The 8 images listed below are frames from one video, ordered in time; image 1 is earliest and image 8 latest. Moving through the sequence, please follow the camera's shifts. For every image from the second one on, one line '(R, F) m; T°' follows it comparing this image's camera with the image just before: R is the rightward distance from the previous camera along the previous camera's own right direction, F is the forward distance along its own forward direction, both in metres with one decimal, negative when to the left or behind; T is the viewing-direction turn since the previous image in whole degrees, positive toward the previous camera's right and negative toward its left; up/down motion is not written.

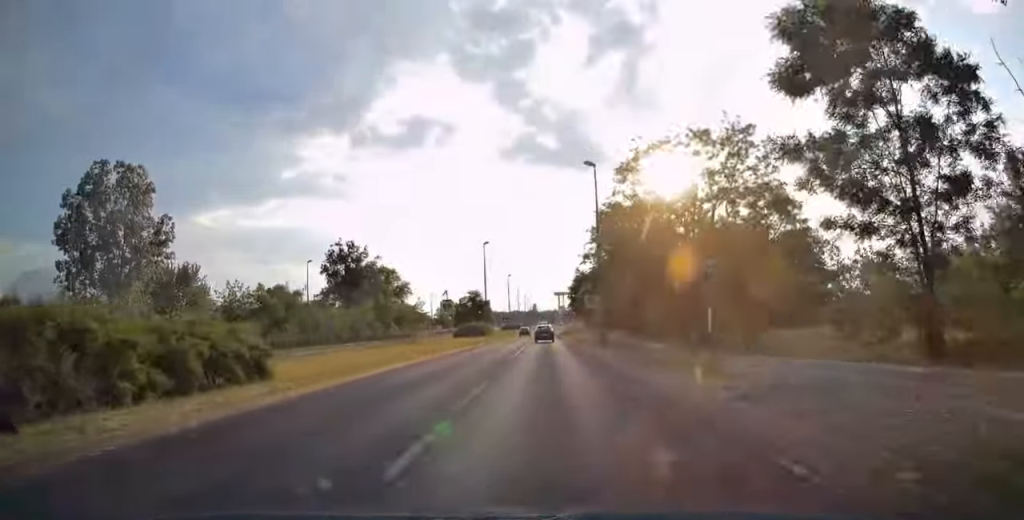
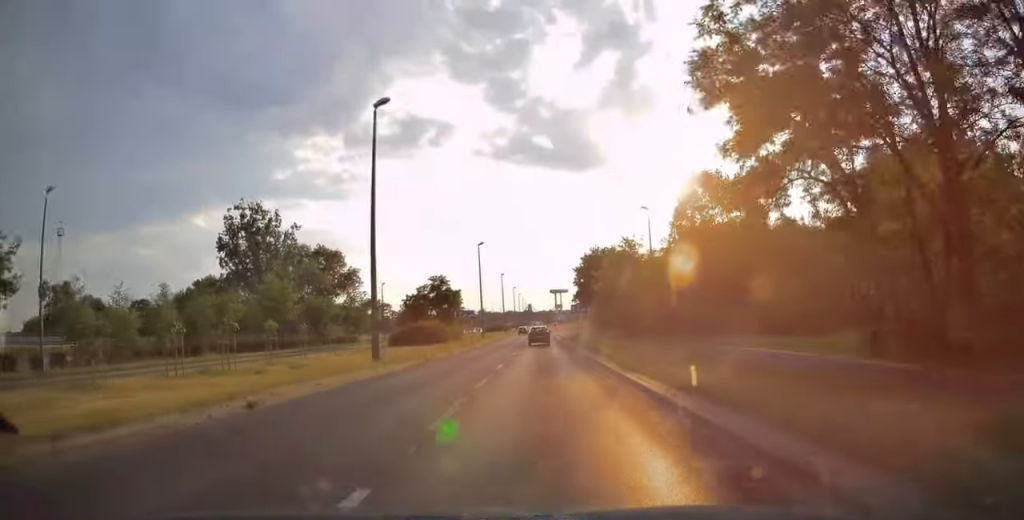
(-0.2, +42.8) m; -1°
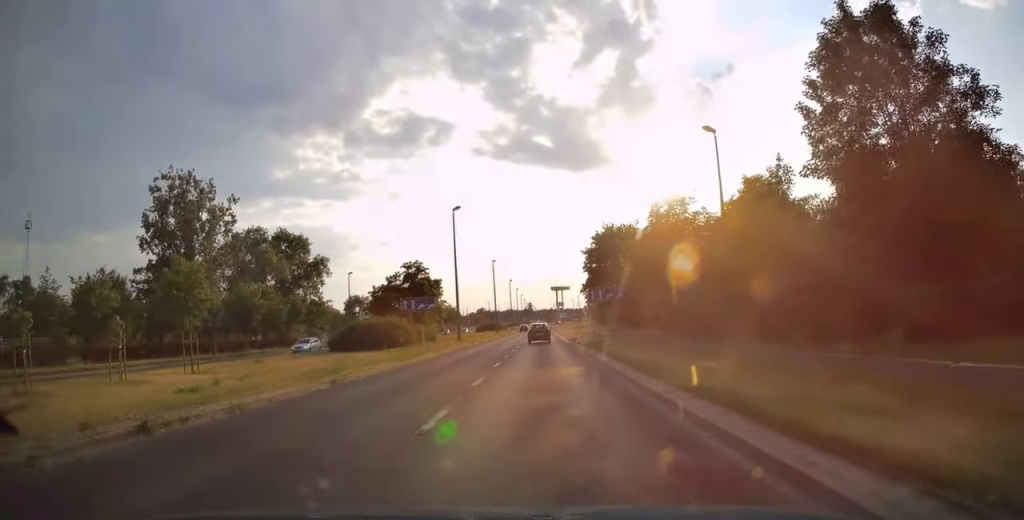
(+0.2, +19.4) m; +1°
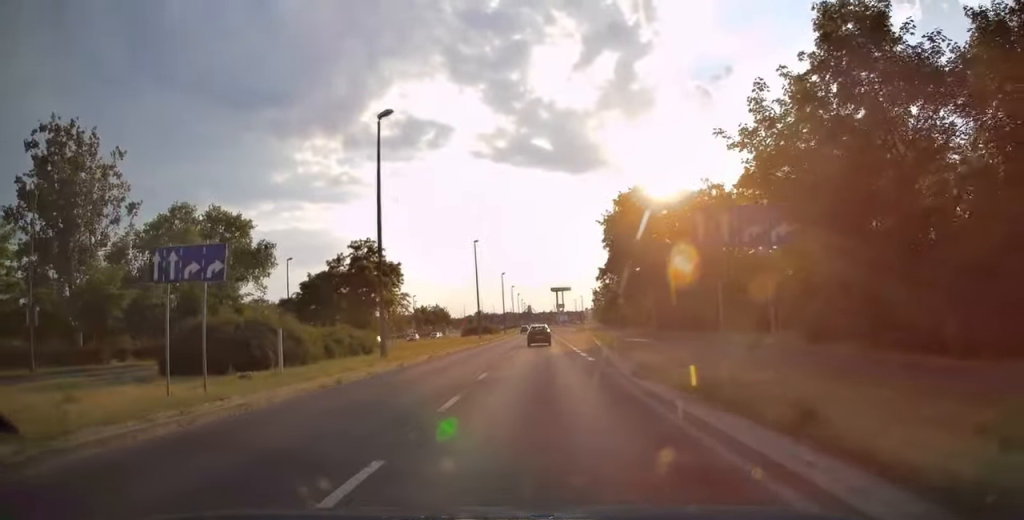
(+0.2, +22.3) m; -1°
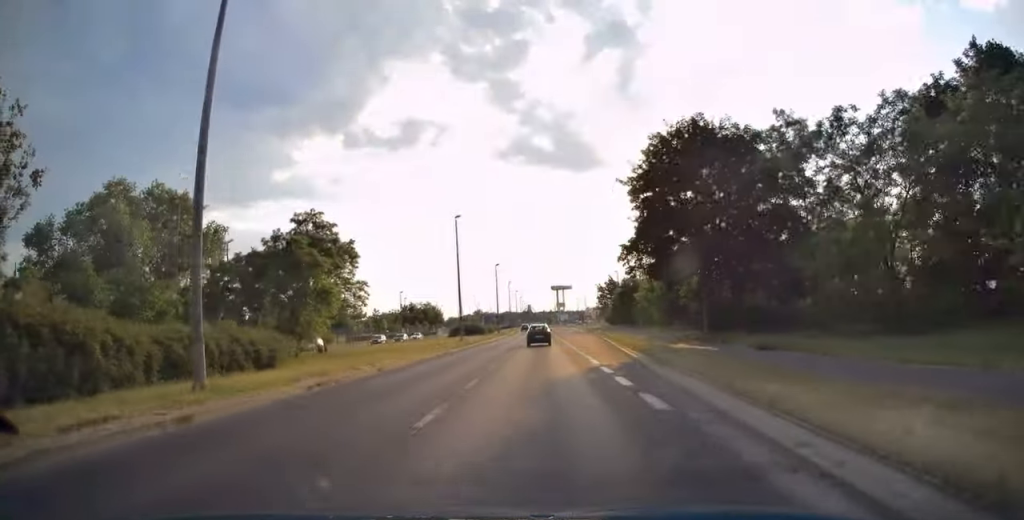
(-0.2, +14.1) m; -1°
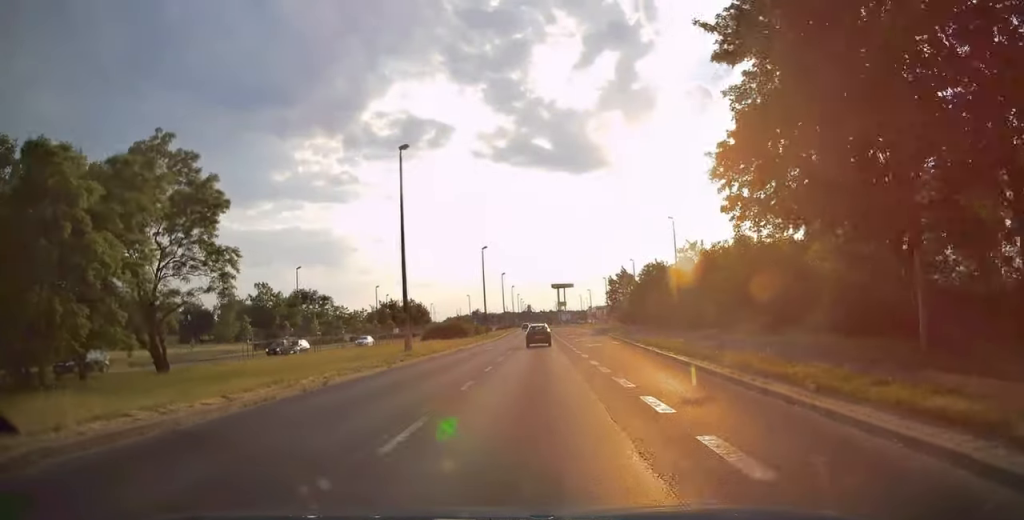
(-0.2, +20.0) m; 0°
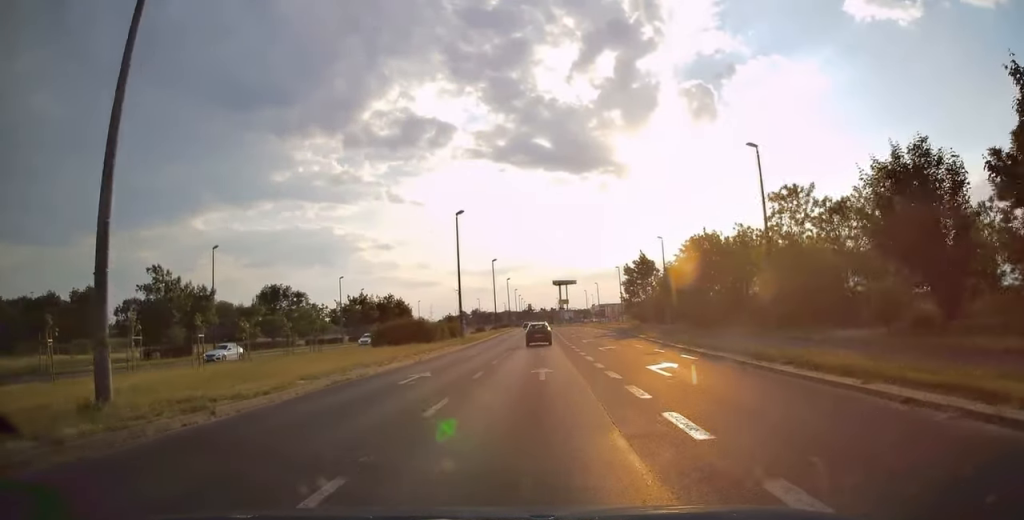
(+0.3, +21.8) m; +1°
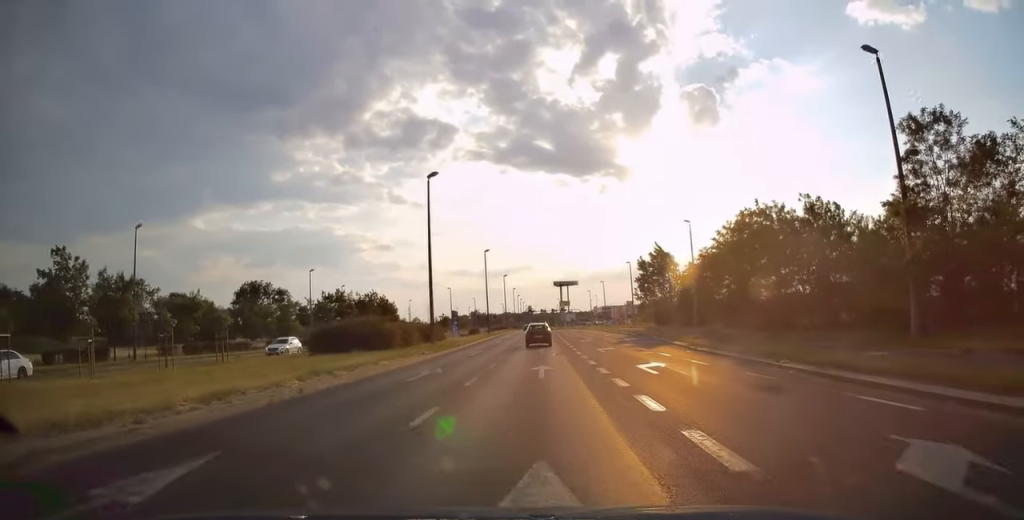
(+0.1, +13.1) m; 0°
